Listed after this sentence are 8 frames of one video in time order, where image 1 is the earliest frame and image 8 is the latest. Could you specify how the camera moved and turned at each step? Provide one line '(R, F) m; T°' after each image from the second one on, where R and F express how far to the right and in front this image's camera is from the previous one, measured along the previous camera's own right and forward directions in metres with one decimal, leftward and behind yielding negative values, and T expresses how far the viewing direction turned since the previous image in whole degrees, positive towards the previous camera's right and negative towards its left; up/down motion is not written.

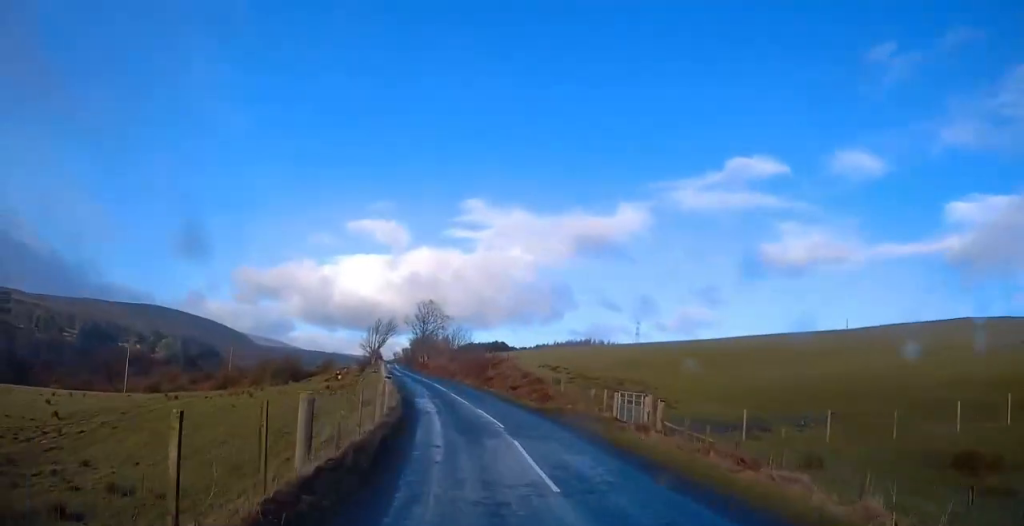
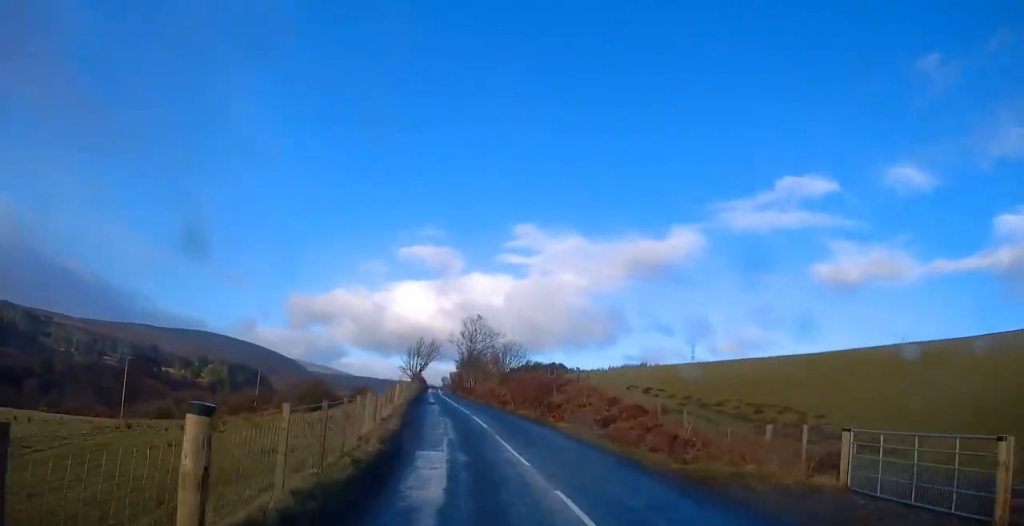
(-0.2, +14.4) m; -4°
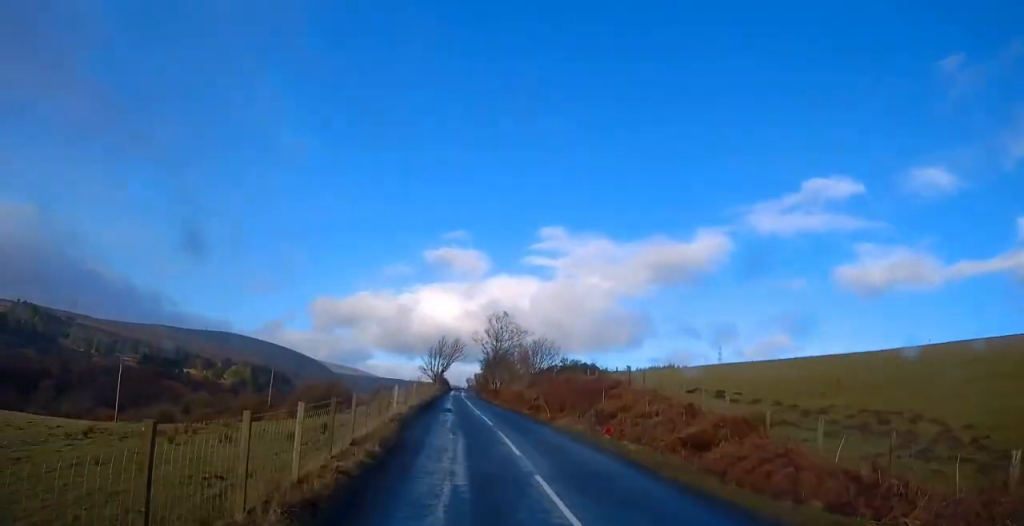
(-0.3, +7.3) m; -2°
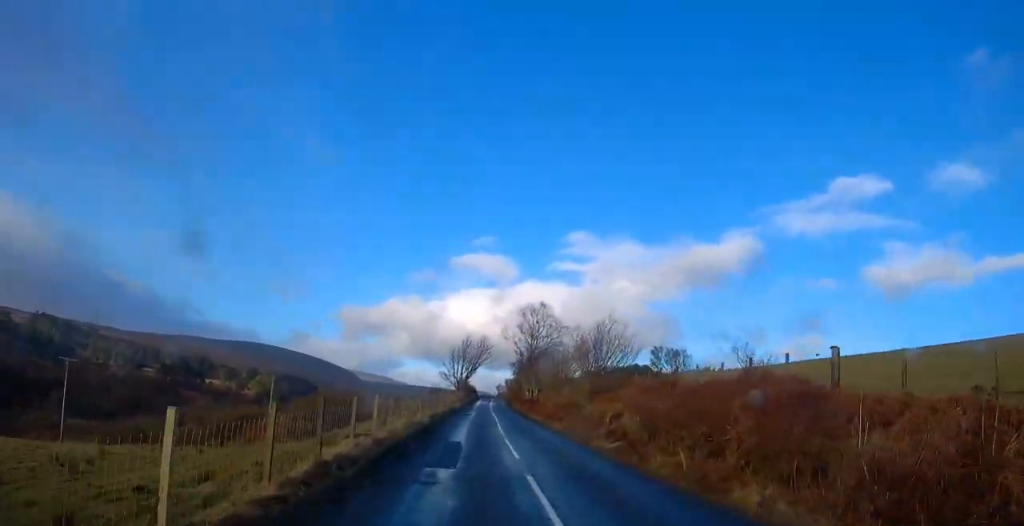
(-0.7, +16.7) m; -3°
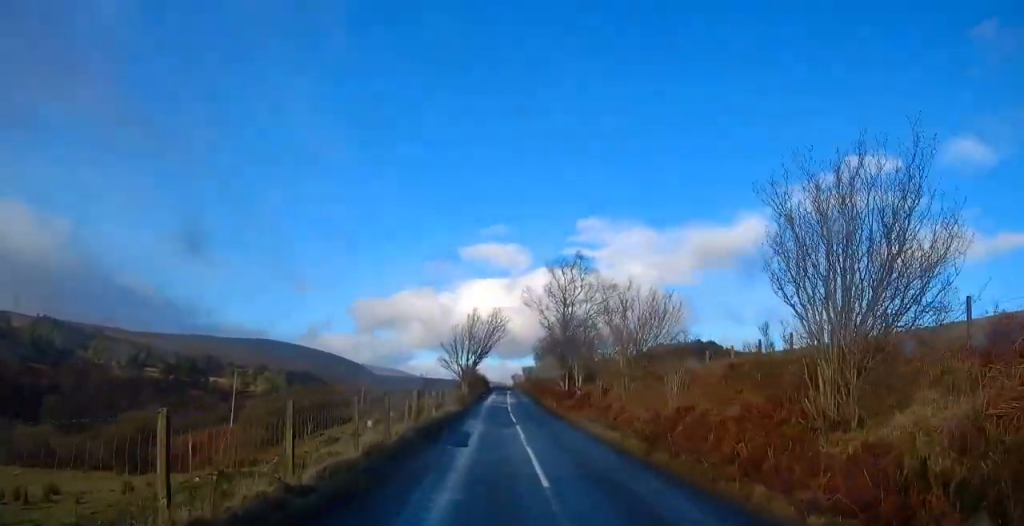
(-0.4, +22.8) m; -1°
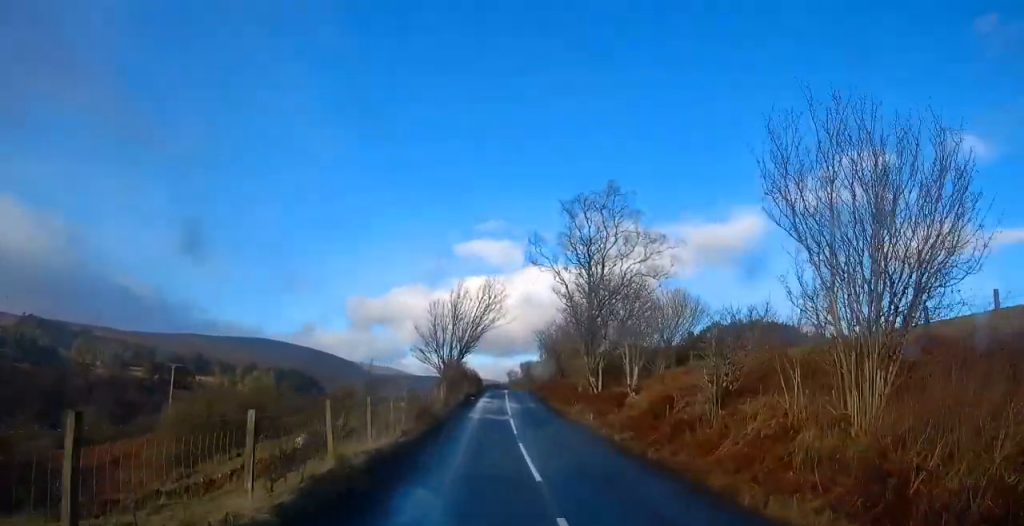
(0.0, +17.5) m; 0°
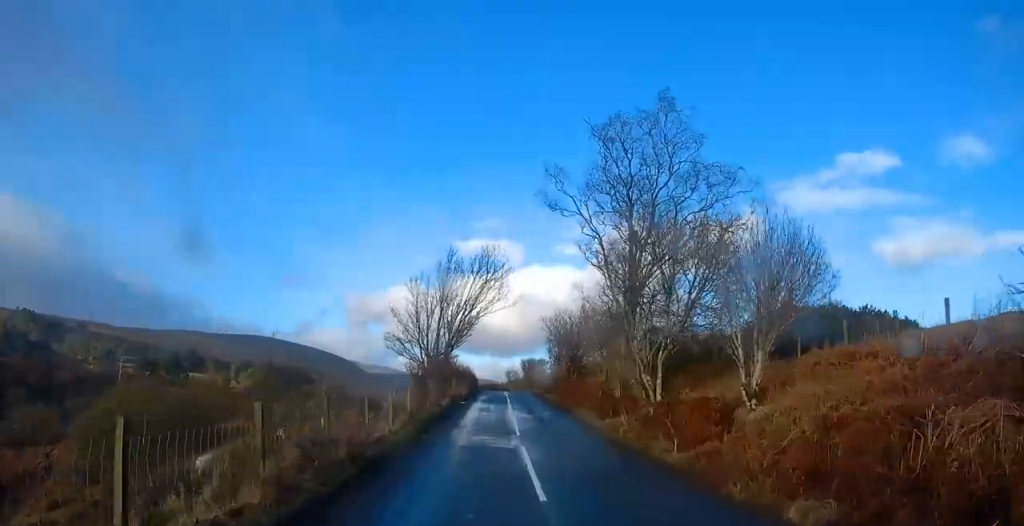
(0.0, +11.3) m; -4°
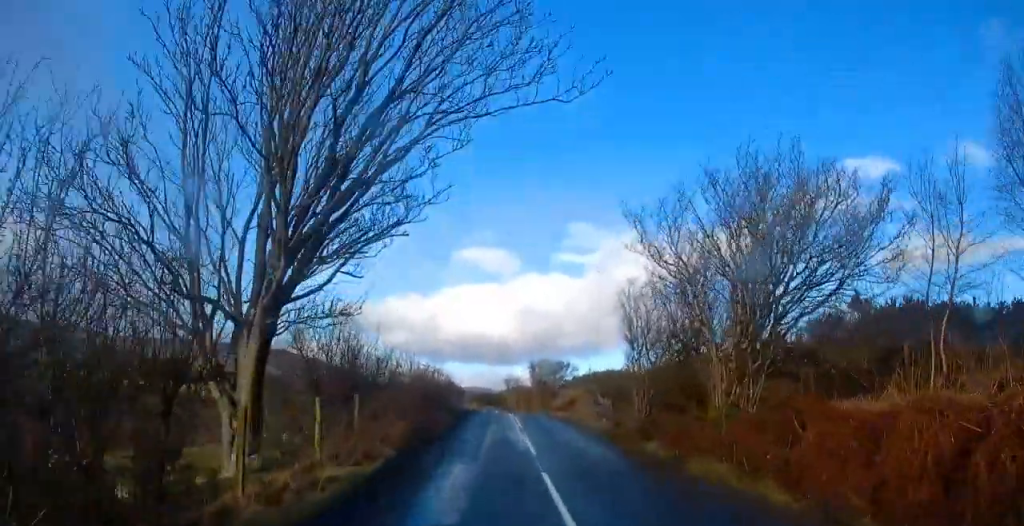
(-2.0, +29.9) m; +4°
